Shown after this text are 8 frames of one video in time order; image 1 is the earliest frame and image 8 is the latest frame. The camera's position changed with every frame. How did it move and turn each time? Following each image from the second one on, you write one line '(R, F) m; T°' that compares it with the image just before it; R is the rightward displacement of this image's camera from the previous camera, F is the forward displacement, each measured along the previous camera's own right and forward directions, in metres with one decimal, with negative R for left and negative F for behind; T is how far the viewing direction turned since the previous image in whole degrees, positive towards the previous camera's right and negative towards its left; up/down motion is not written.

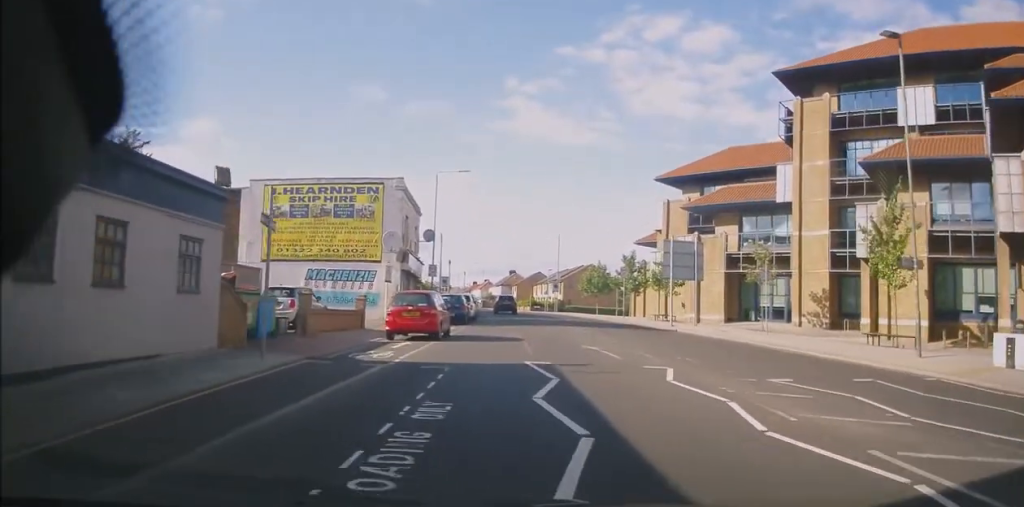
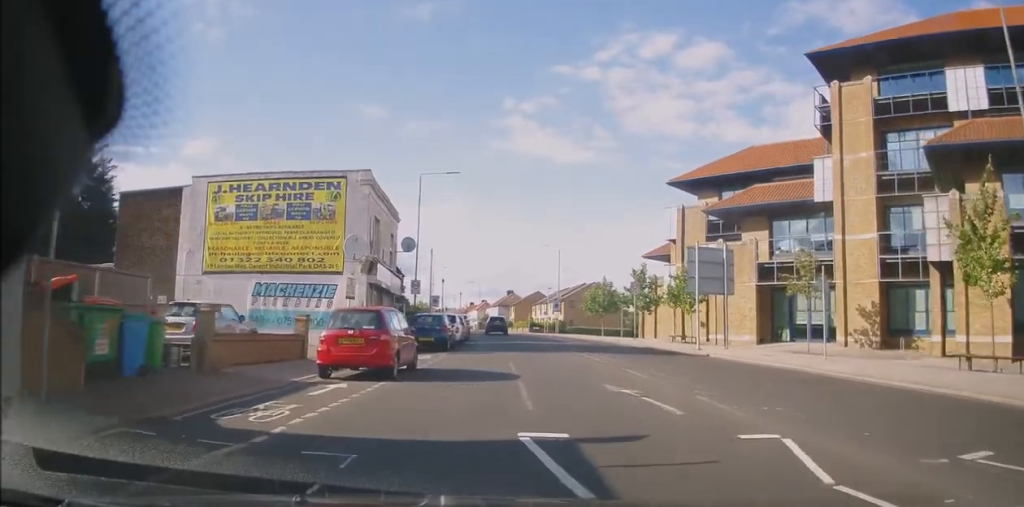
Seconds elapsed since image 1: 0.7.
(0.0, +5.6) m; 0°
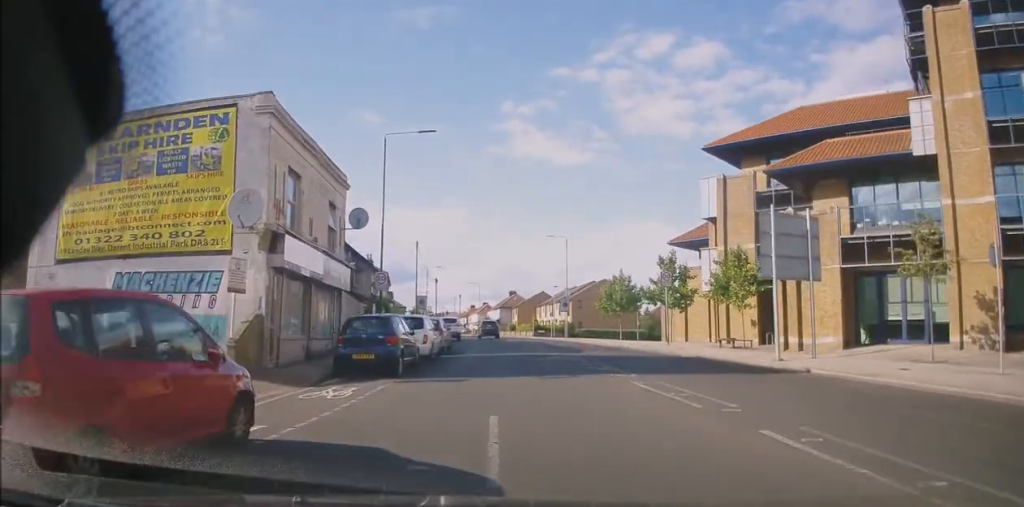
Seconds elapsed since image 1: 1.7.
(+0.1, +9.1) m; 0°
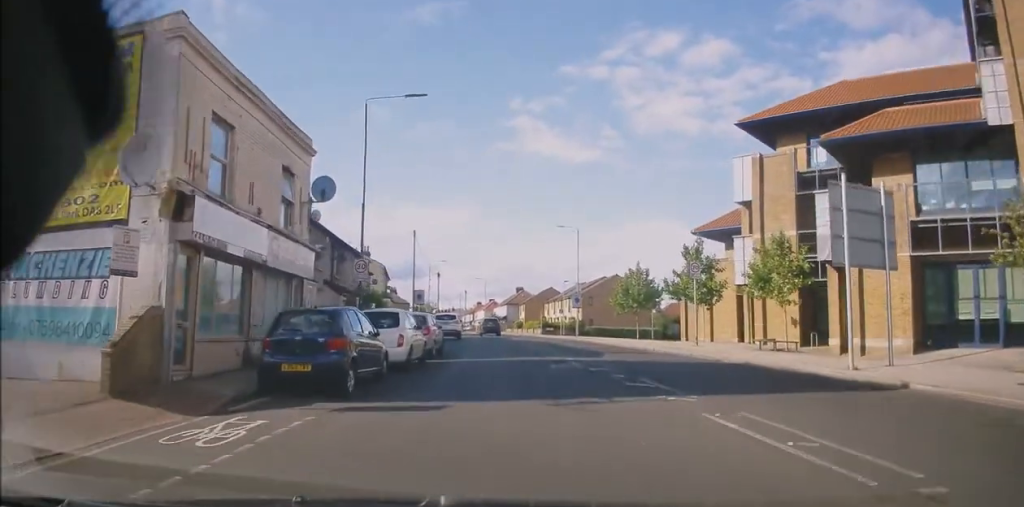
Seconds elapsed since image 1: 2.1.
(0.0, +4.5) m; -1°
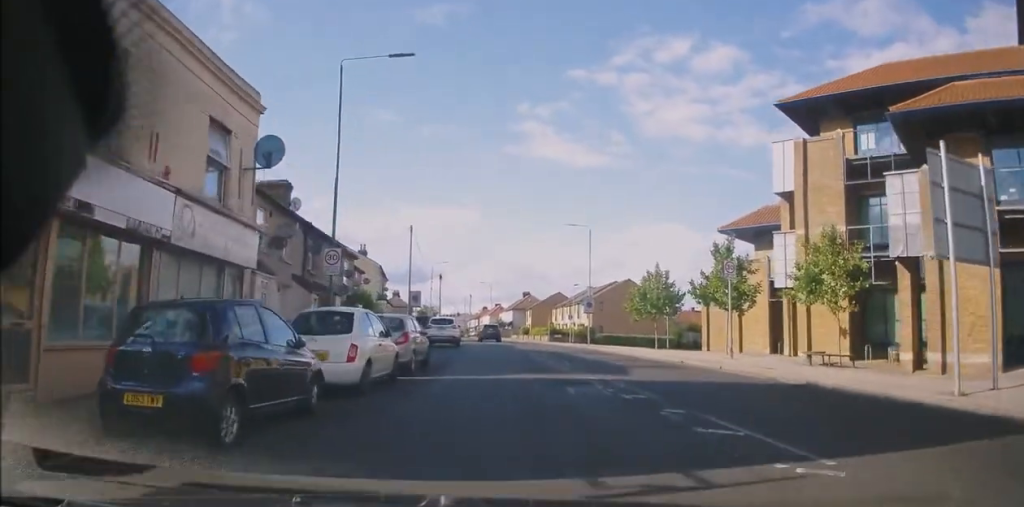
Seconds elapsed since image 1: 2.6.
(0.0, +4.3) m; -1°
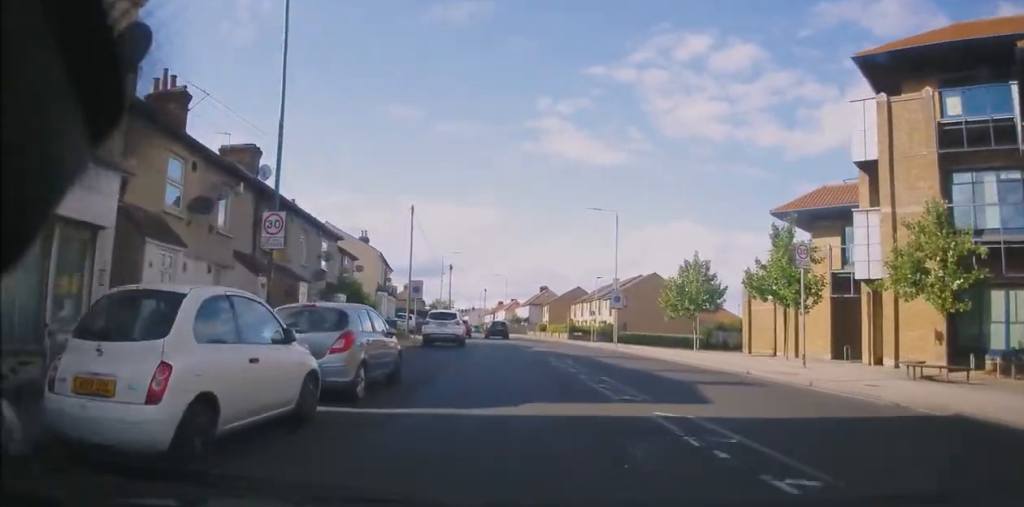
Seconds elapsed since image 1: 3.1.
(-0.1, +5.7) m; -1°
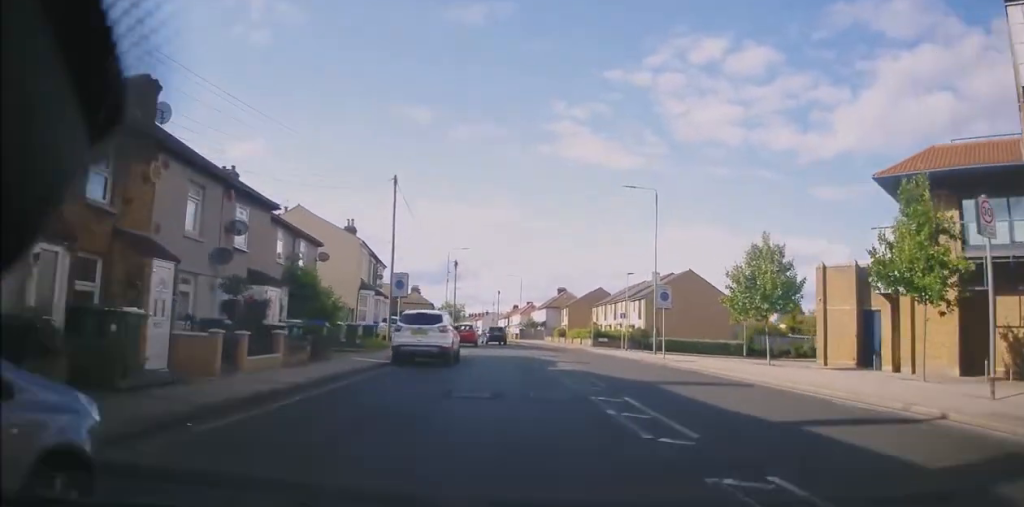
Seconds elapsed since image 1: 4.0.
(-0.1, +9.1) m; -1°
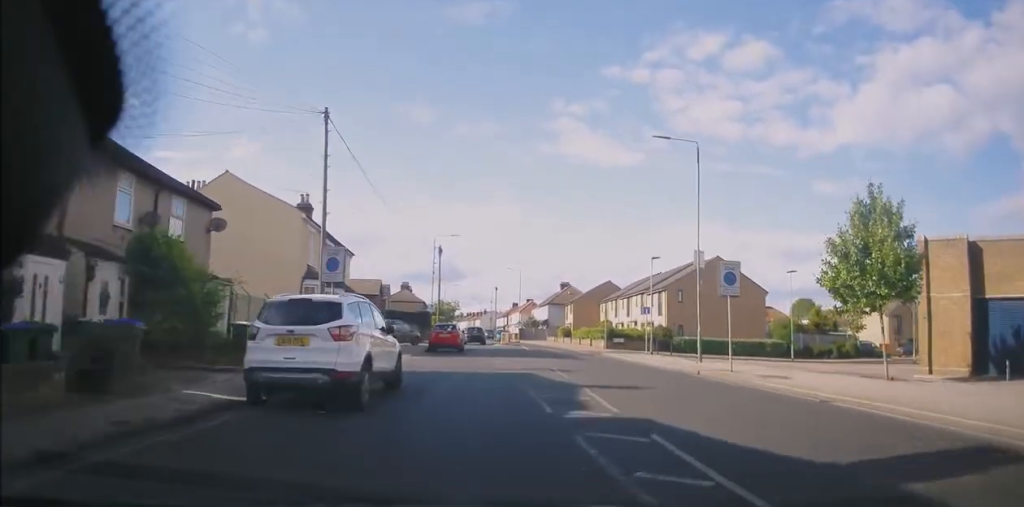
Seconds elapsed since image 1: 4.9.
(-0.1, +9.8) m; 0°
